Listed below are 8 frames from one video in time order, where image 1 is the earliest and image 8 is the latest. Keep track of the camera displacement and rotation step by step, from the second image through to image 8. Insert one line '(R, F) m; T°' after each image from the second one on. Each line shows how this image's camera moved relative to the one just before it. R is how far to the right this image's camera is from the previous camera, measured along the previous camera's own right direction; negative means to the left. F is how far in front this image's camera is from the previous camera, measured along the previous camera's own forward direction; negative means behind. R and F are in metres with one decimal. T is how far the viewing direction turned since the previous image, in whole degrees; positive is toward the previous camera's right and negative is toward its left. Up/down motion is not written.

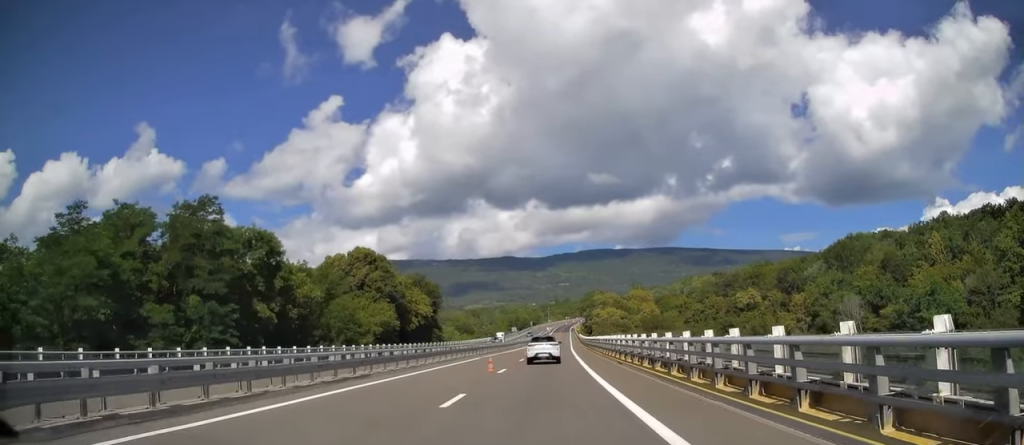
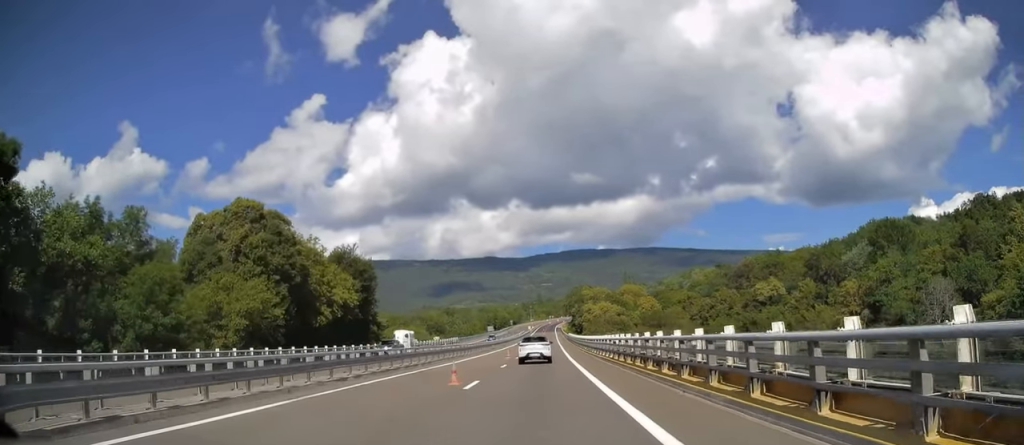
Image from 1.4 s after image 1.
(+0.9, +33.6) m; +1°
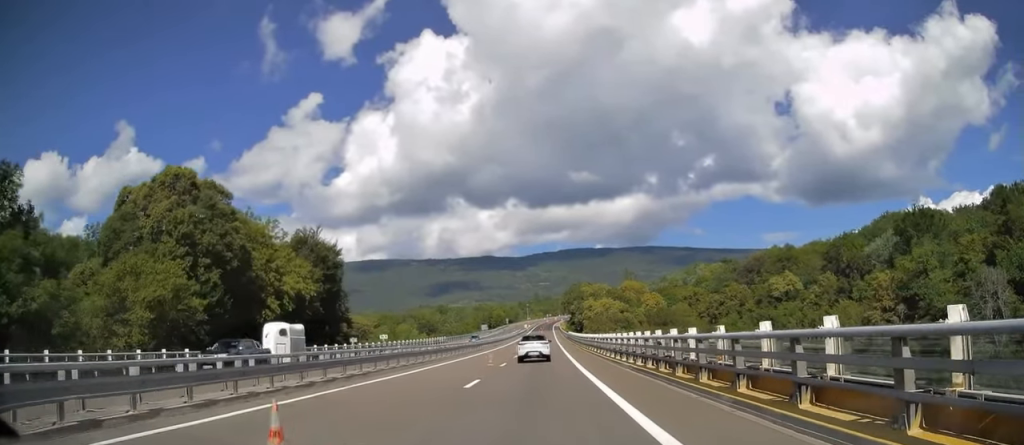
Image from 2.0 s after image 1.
(-0.1, +12.5) m; 0°
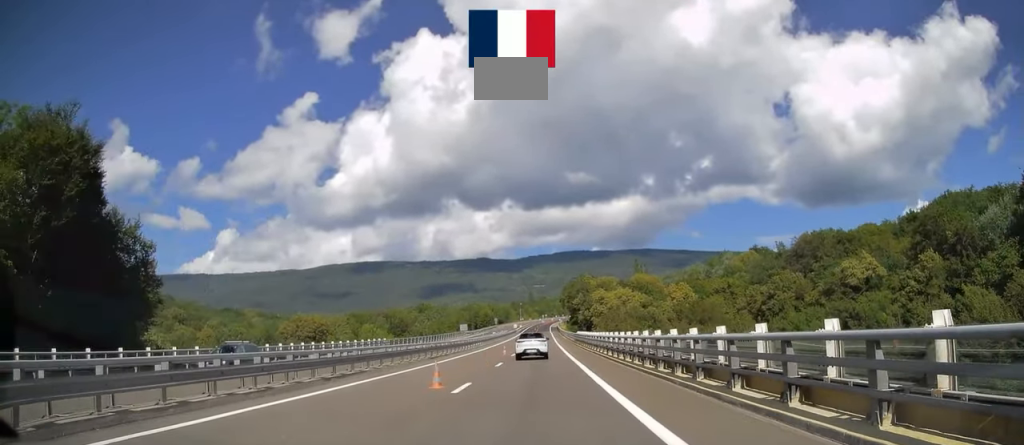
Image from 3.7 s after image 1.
(+0.7, +40.9) m; +2°
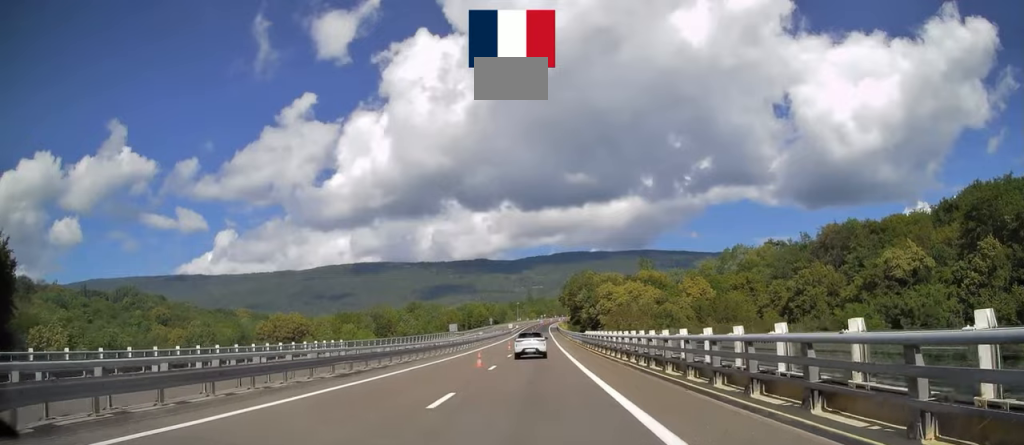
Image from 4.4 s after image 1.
(-0.2, +15.9) m; 0°
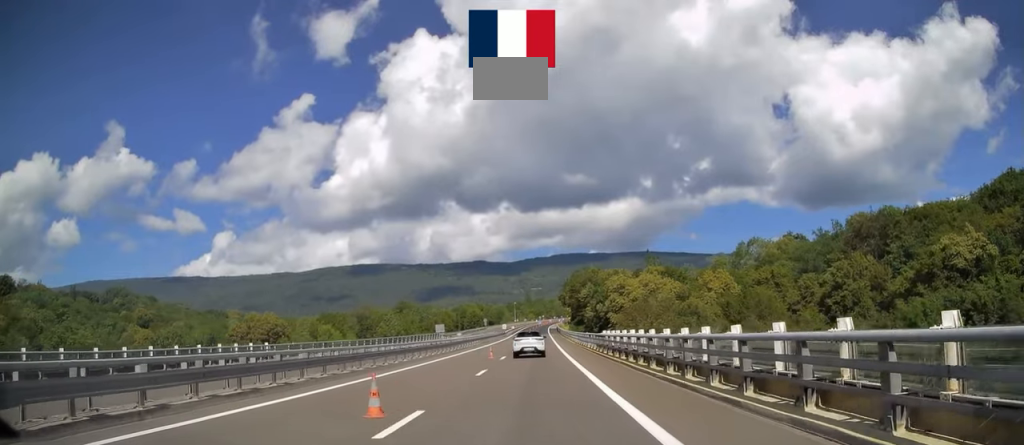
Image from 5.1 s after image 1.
(0.0, +16.6) m; 0°
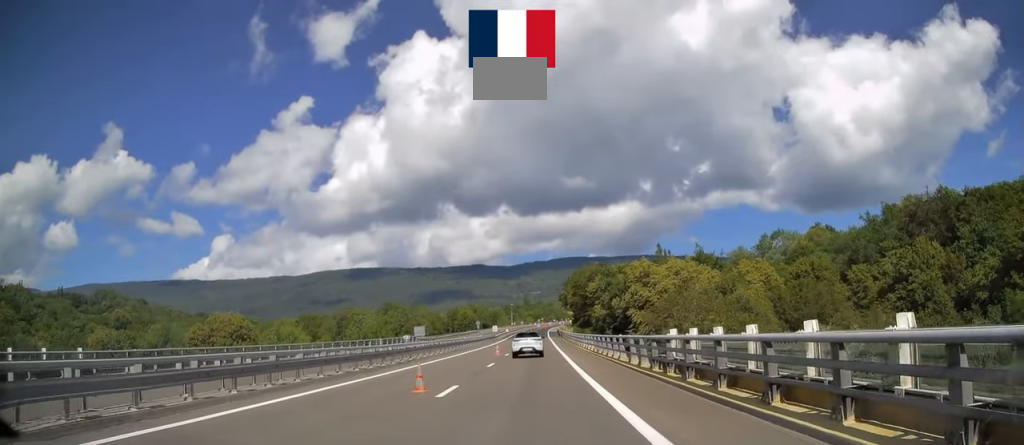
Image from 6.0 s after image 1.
(-0.1, +20.2) m; 0°
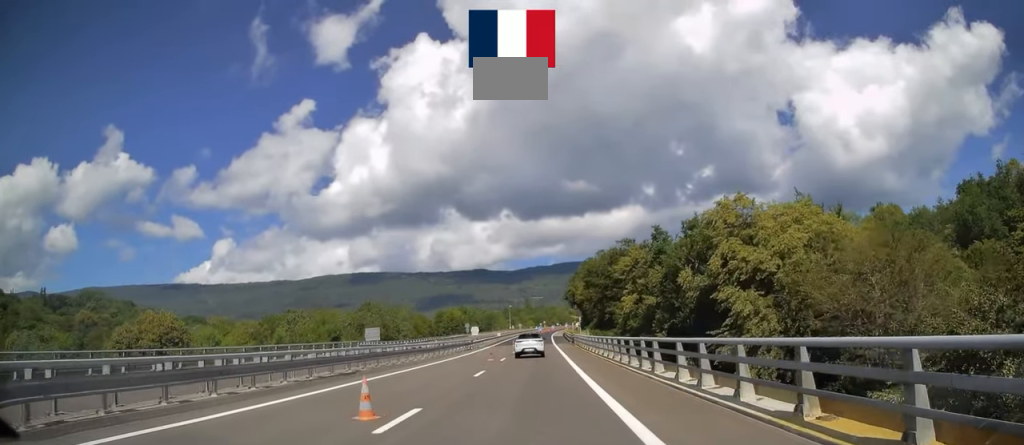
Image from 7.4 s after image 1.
(+0.2, +31.1) m; +1°
